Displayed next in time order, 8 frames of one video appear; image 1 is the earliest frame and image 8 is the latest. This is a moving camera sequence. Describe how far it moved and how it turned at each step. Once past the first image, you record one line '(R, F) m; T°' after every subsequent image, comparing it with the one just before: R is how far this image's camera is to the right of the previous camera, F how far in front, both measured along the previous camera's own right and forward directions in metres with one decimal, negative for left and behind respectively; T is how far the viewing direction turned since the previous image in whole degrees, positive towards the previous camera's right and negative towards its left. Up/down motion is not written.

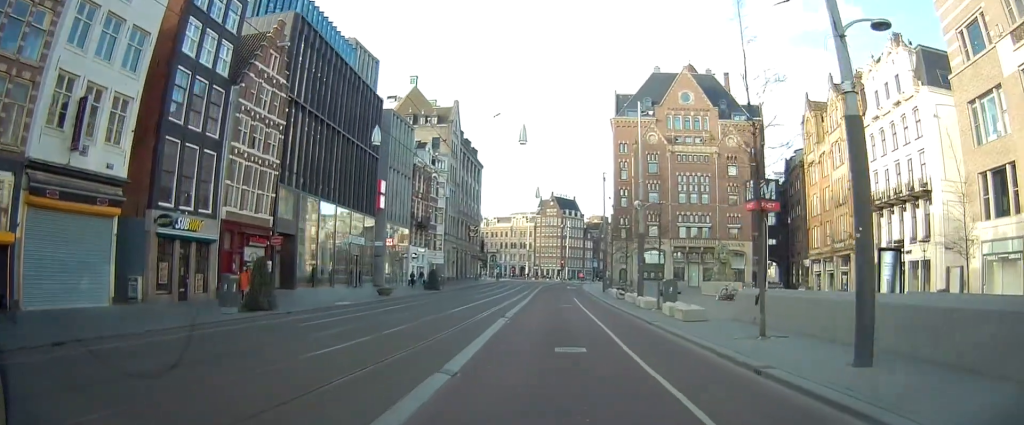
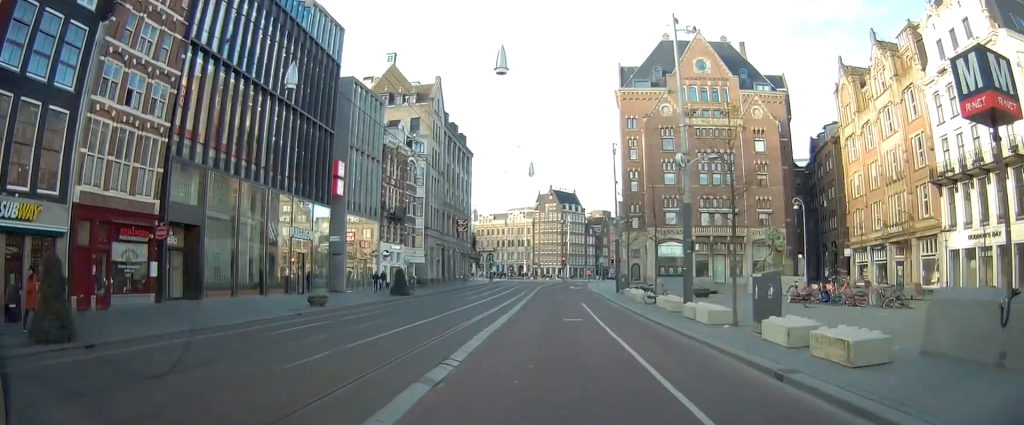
(+0.2, +11.5) m; 0°
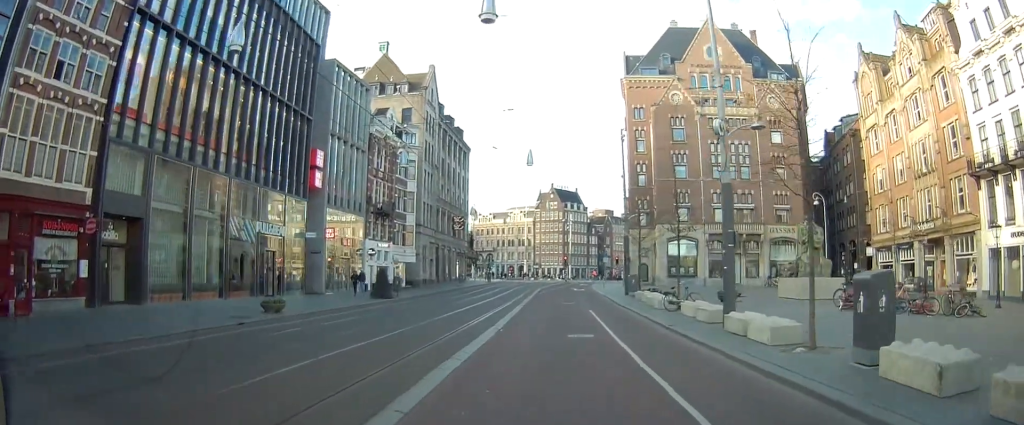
(0.0, +4.7) m; -2°
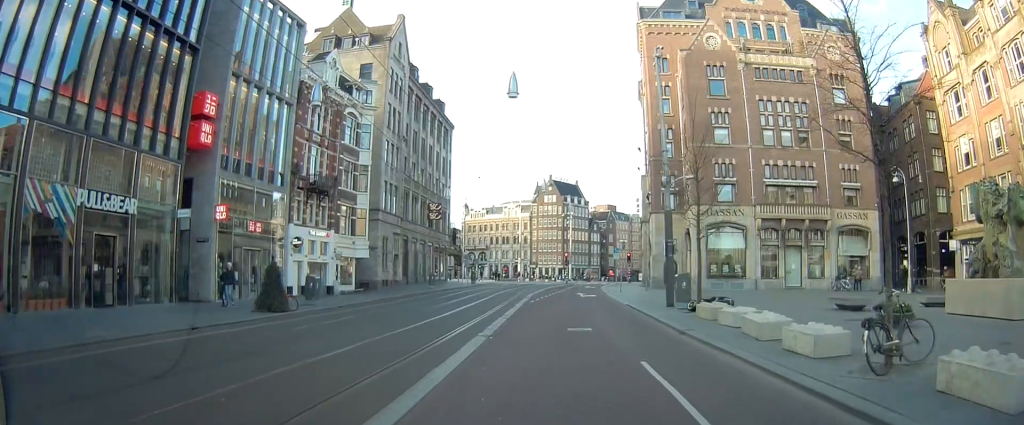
(-0.2, +14.6) m; -2°
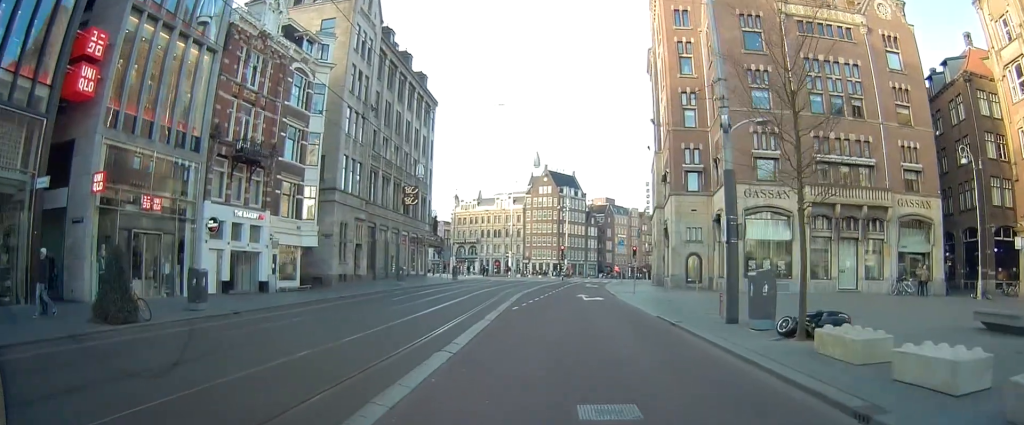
(-0.4, +9.2) m; -2°
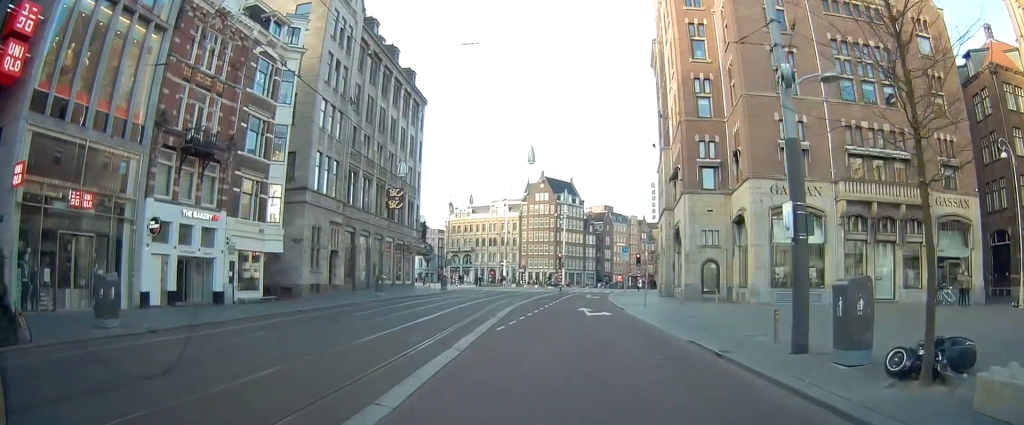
(0.0, +4.3) m; +1°
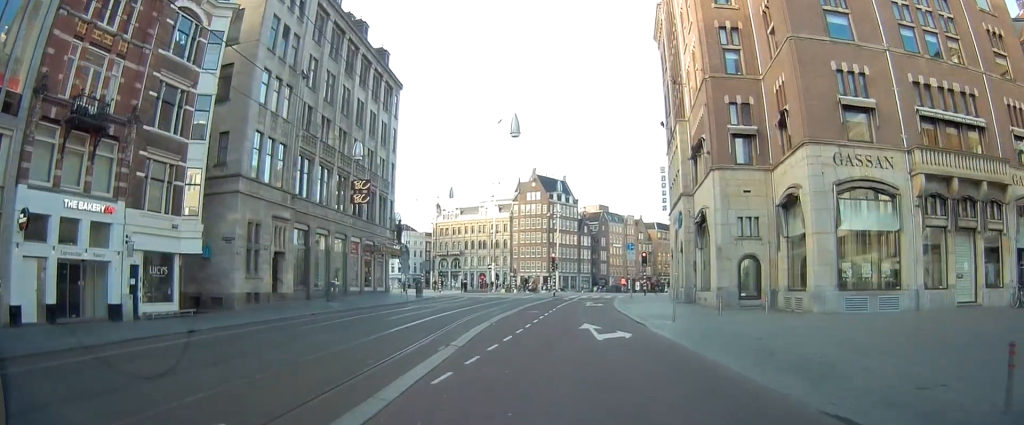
(+0.2, +7.3) m; +3°
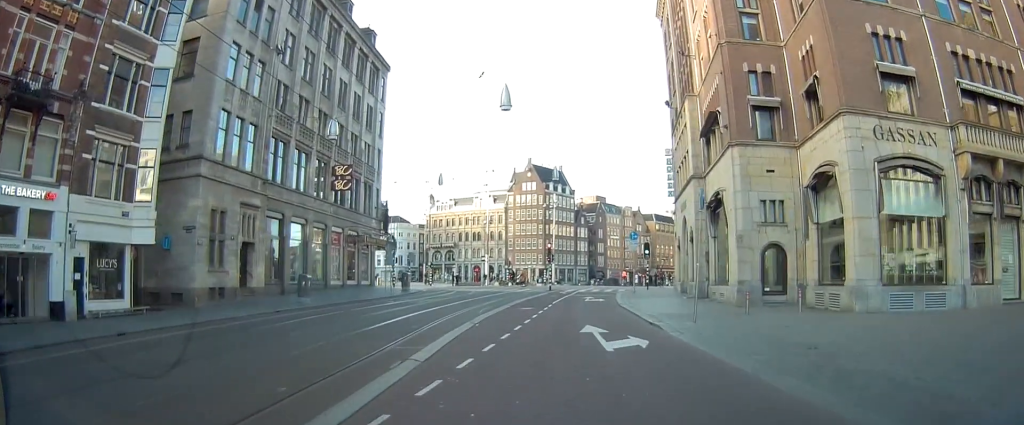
(0.0, +3.3) m; +1°
